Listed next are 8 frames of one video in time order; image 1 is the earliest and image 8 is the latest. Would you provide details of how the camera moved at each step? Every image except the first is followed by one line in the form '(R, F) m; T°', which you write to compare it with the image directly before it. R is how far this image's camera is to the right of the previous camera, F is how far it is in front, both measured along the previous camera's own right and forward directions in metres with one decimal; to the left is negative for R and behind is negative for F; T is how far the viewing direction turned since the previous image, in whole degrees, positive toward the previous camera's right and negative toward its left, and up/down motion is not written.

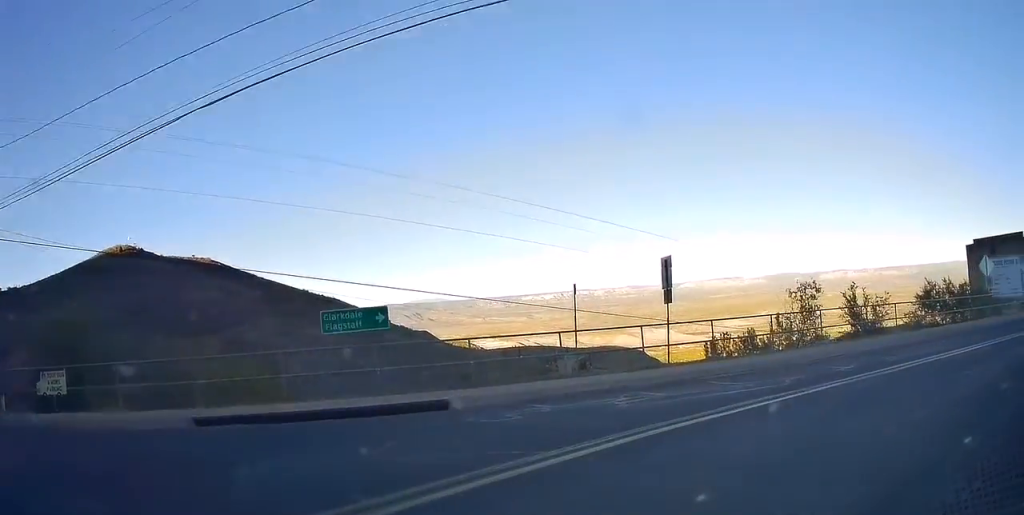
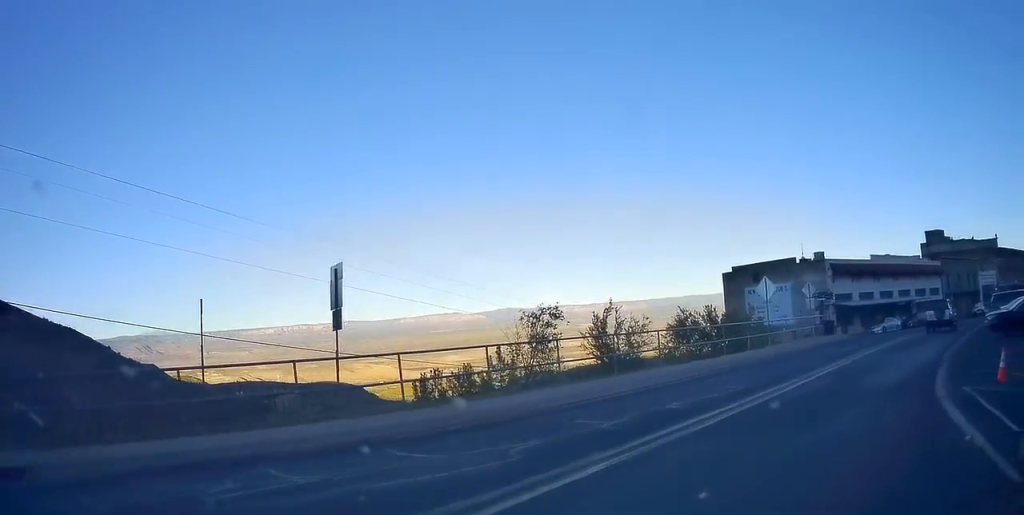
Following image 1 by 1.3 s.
(+1.1, +5.3) m; +29°
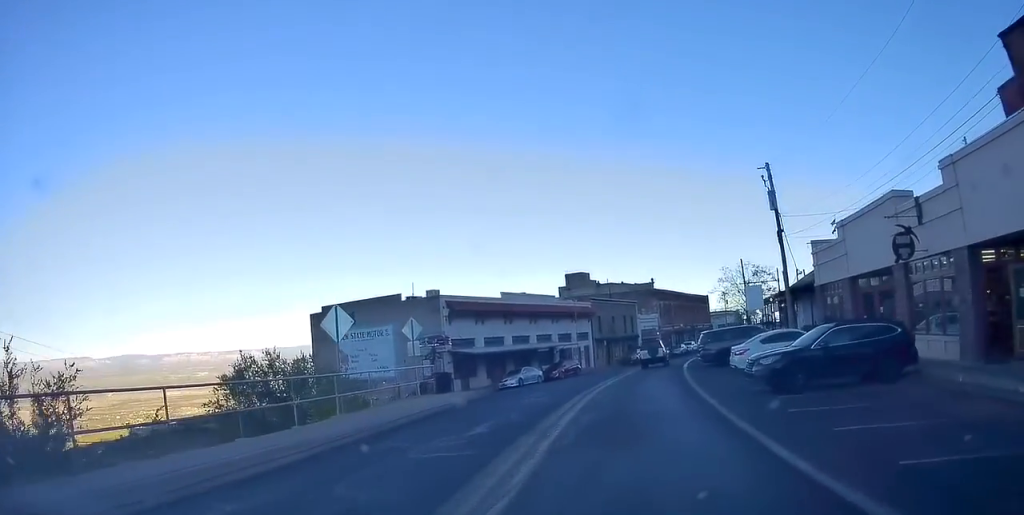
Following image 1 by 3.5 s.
(+4.2, +10.1) m; +30°
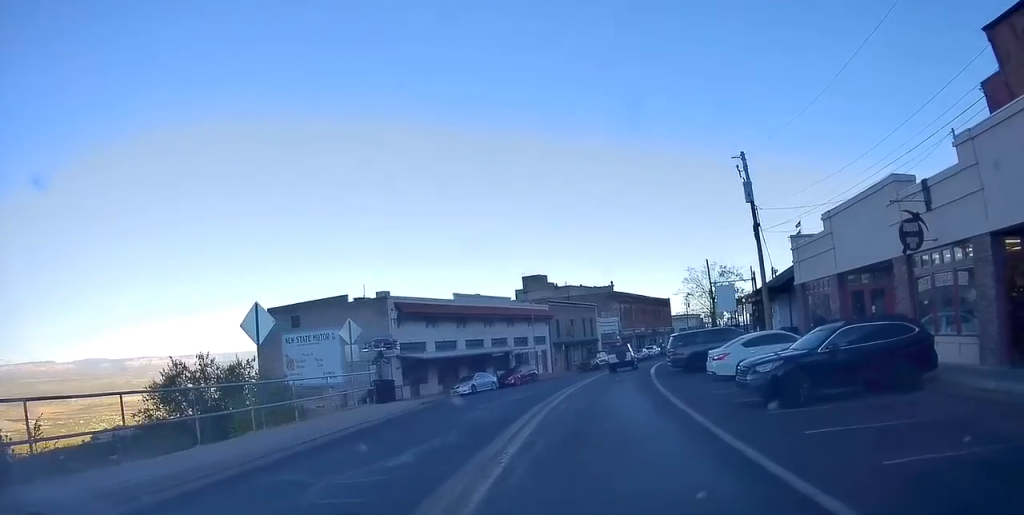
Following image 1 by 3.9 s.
(-0.1, +2.7) m; +2°
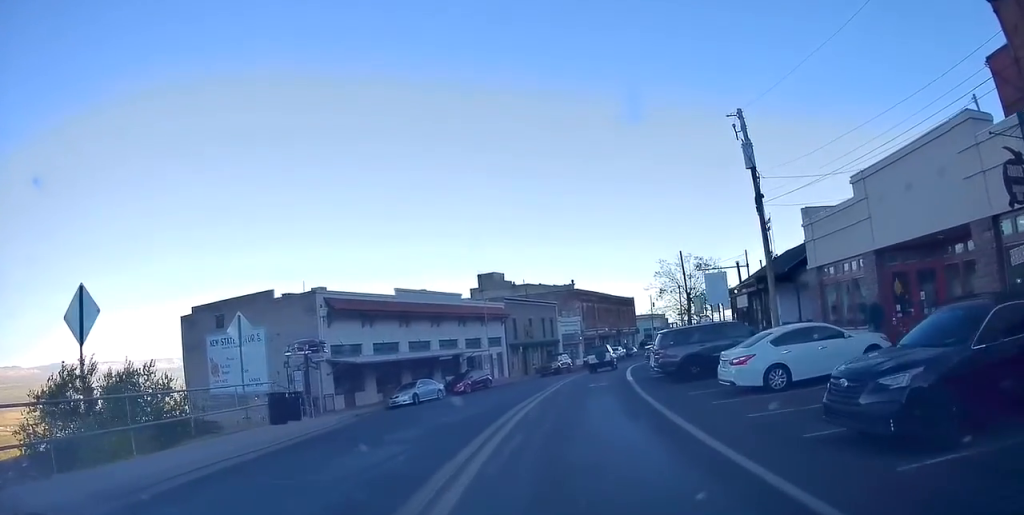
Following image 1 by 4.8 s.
(+0.3, +6.0) m; +6°
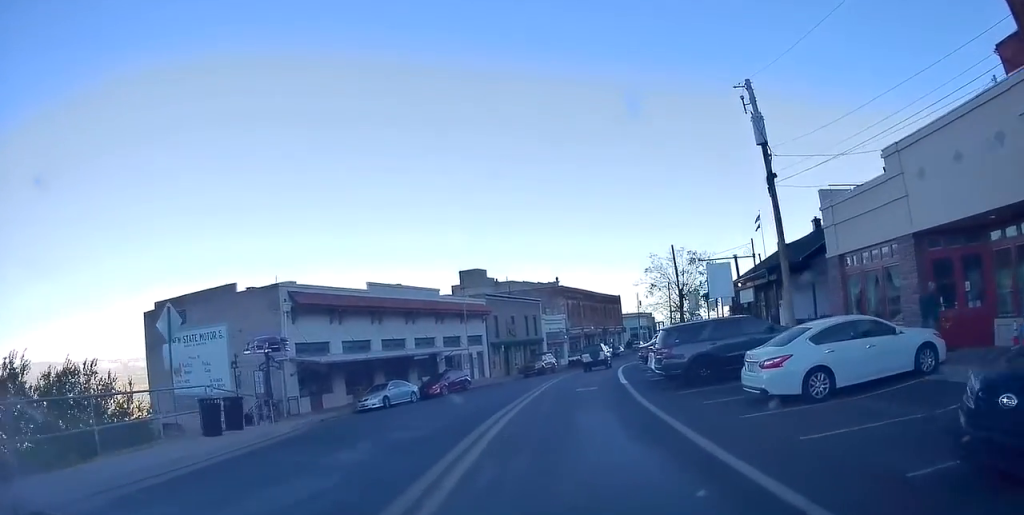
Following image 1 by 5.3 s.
(+0.1, +3.1) m; +4°
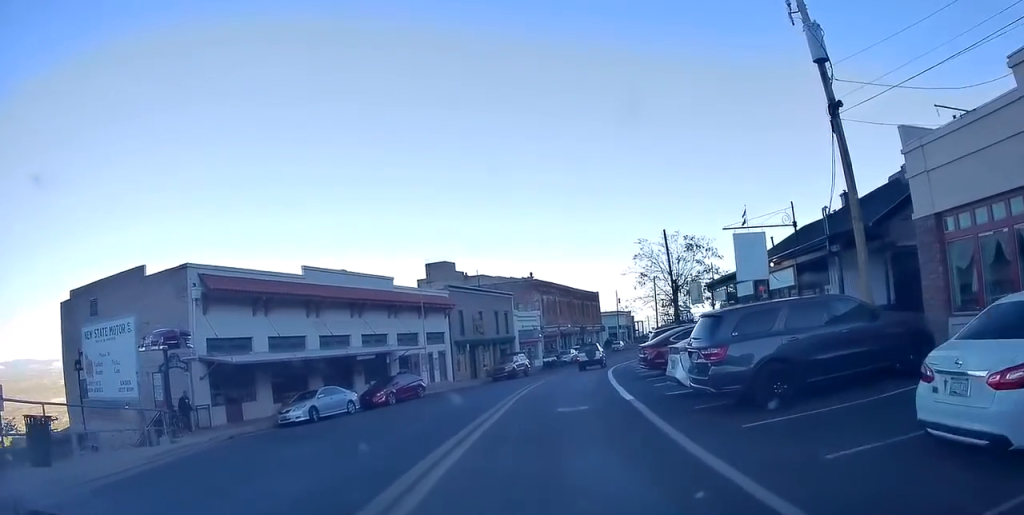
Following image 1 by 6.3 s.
(+0.3, +7.4) m; 0°
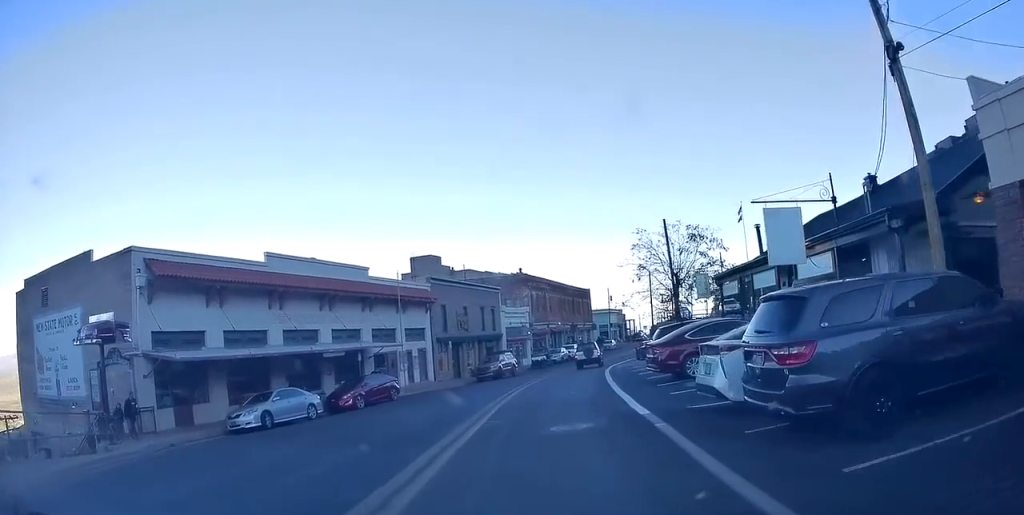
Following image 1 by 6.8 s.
(-0.1, +3.6) m; -1°
